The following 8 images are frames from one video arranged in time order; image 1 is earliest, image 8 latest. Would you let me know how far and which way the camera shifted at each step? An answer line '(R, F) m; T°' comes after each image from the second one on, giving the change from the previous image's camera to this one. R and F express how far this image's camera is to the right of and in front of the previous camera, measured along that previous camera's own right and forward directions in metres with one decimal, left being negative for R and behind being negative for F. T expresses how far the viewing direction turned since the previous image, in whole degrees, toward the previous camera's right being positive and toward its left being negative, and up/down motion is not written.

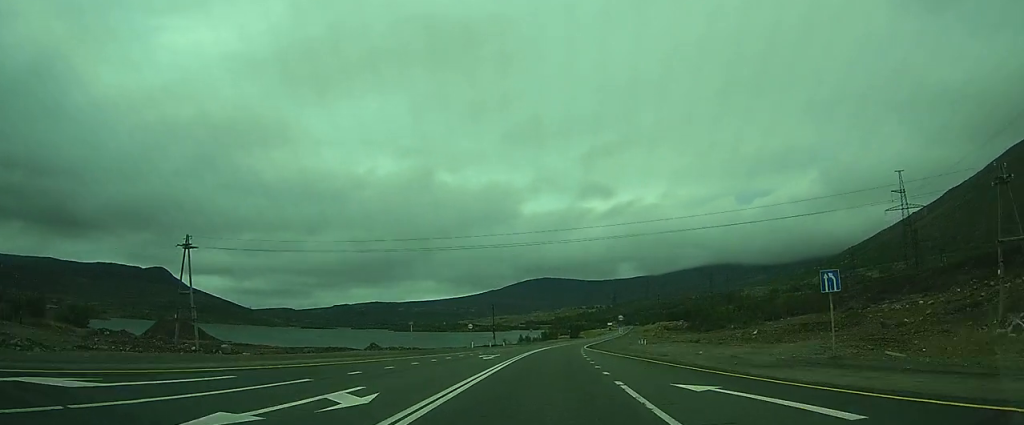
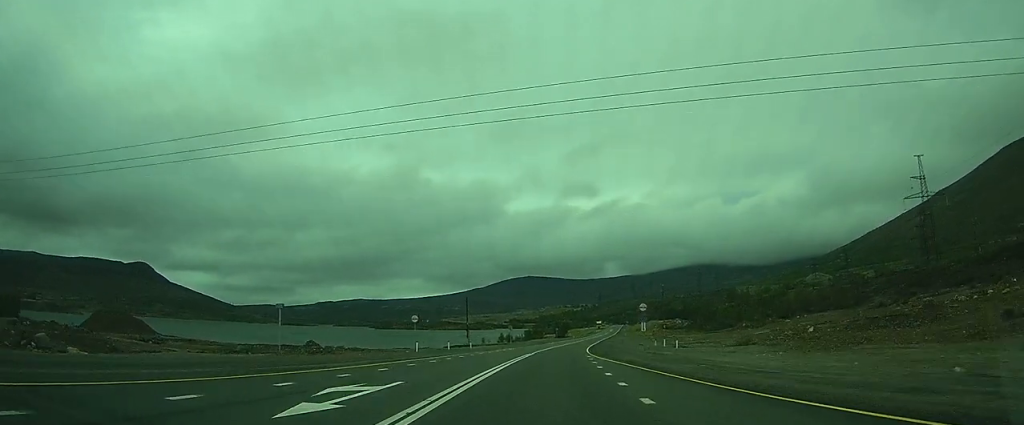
(+1.2, +25.2) m; +2°
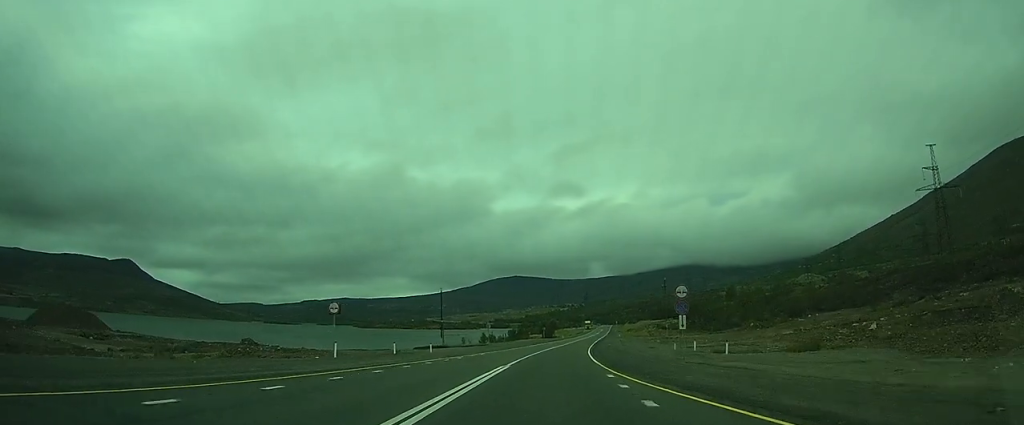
(-0.1, +16.6) m; 0°
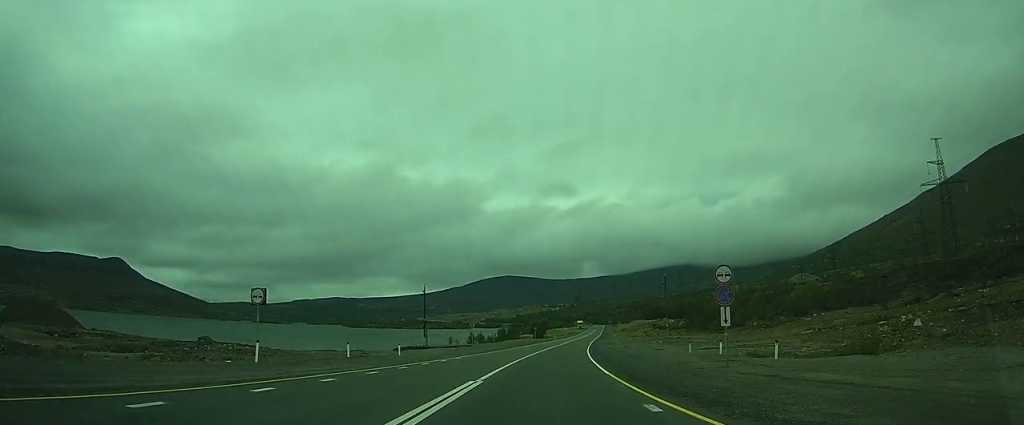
(0.0, +8.2) m; 0°
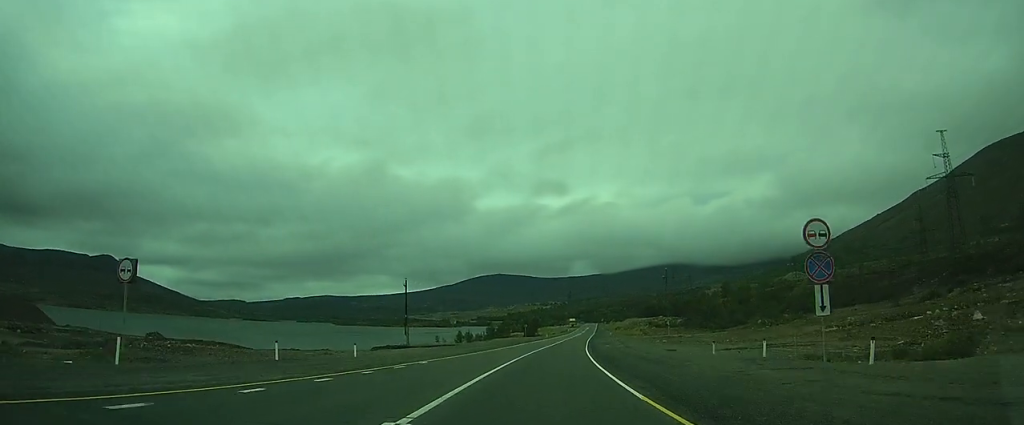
(0.0, +8.3) m; 0°
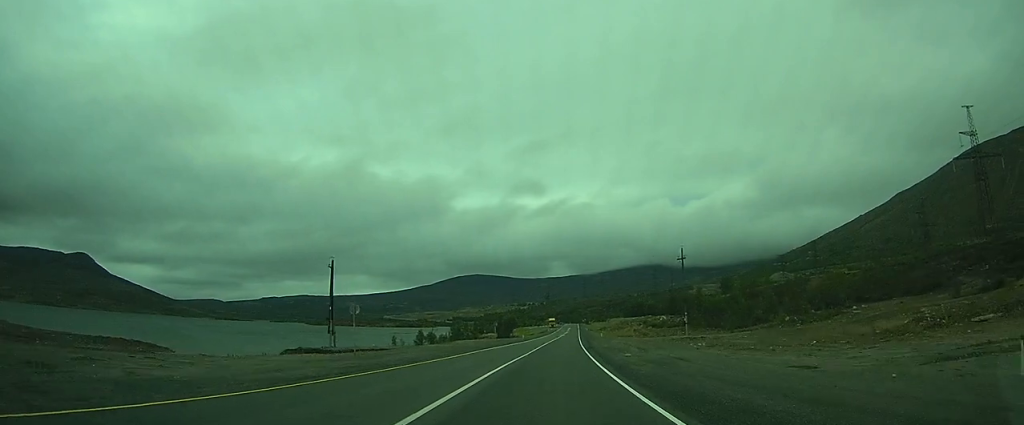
(+0.3, +26.2) m; +2°
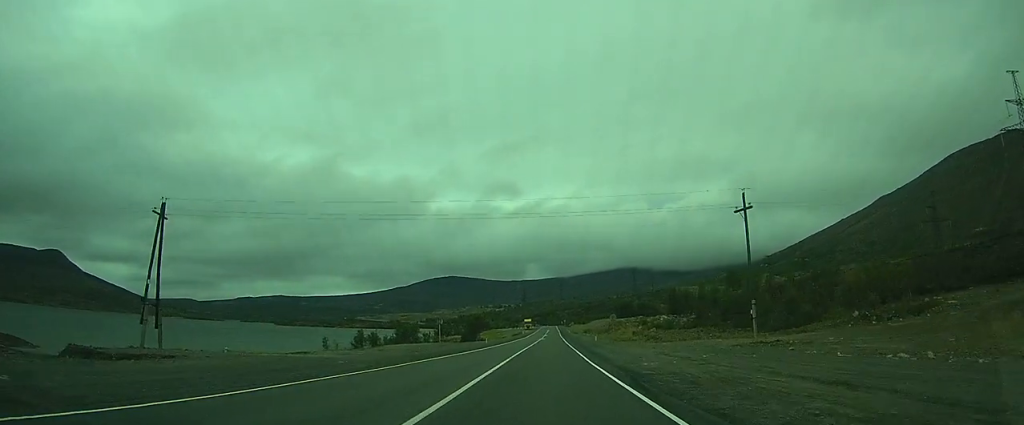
(+0.4, +31.9) m; +1°
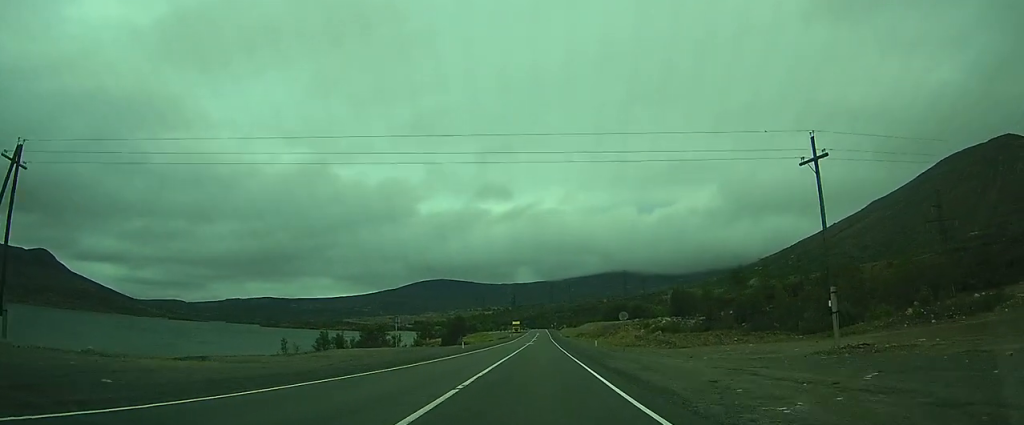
(0.0, +14.5) m; 0°
